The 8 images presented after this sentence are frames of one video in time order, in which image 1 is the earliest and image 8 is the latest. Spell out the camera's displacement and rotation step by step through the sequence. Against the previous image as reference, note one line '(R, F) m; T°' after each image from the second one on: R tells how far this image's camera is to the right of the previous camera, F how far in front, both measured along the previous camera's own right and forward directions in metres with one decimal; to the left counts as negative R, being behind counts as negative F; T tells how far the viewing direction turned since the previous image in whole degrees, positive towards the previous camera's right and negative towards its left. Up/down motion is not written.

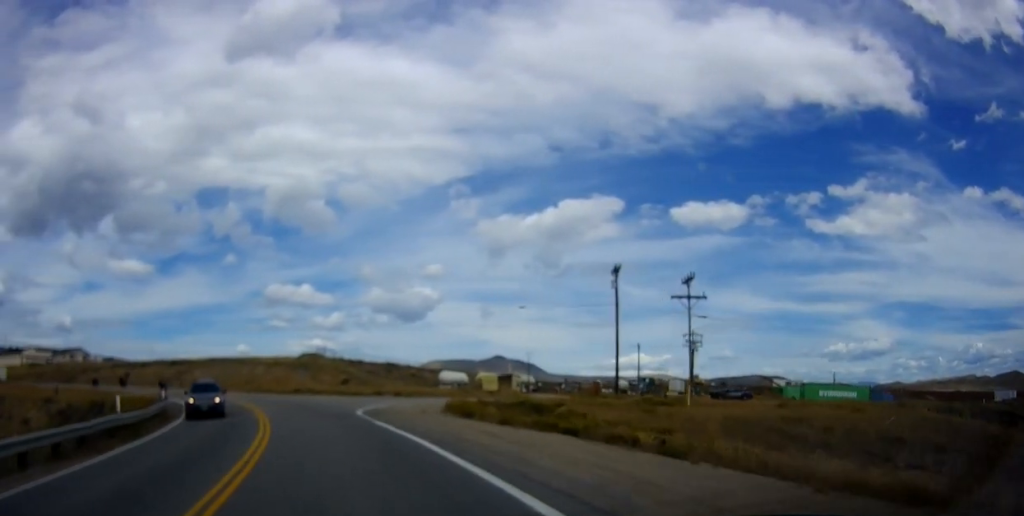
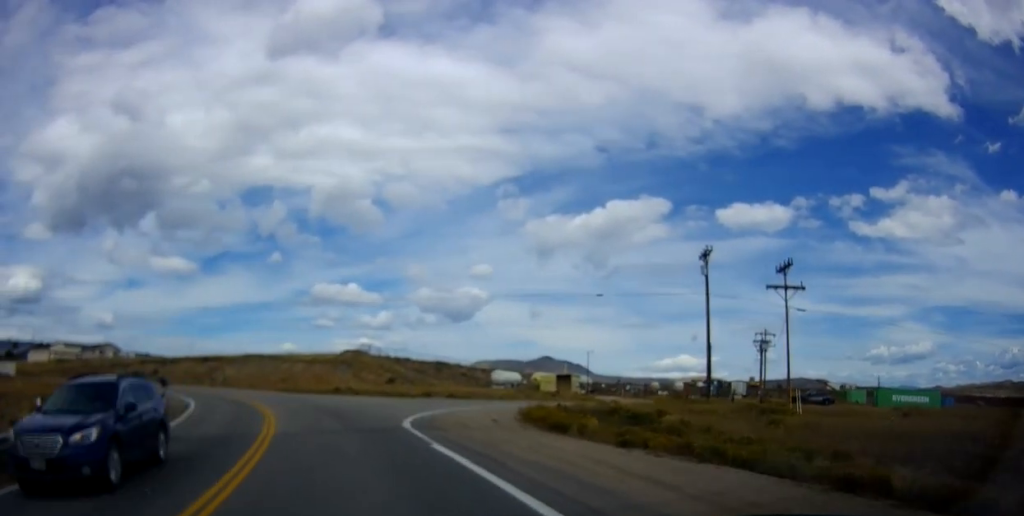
(+0.1, +7.4) m; -4°
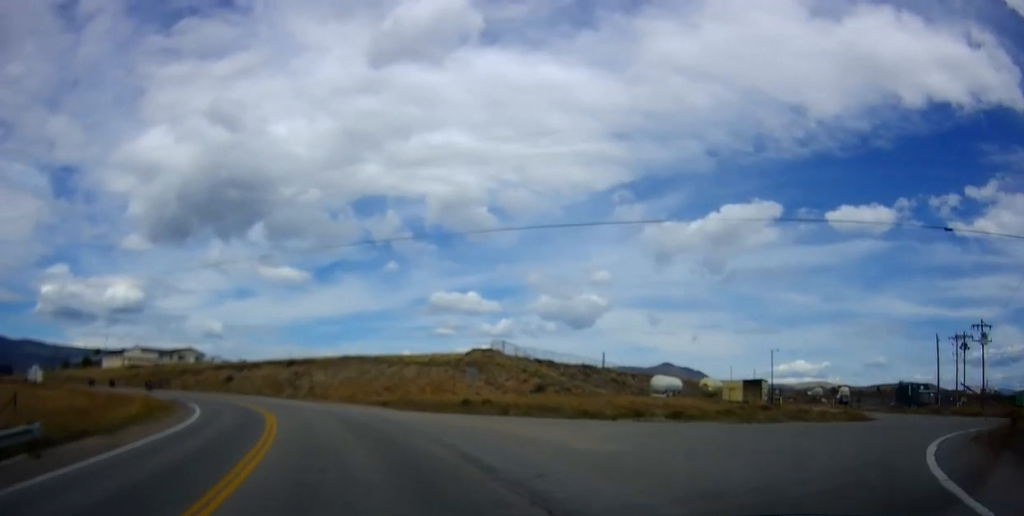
(-3.1, +21.4) m; -11°
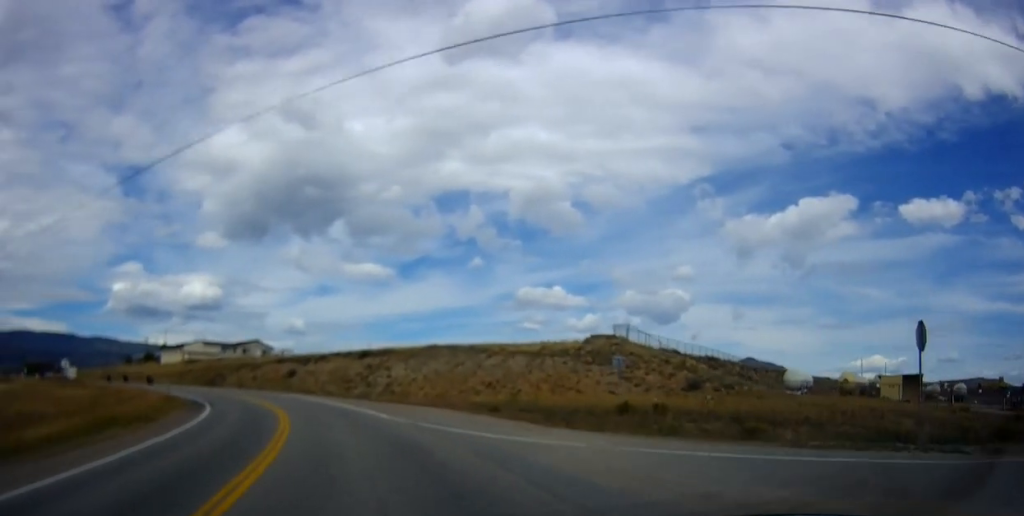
(-0.2, +14.5) m; -6°
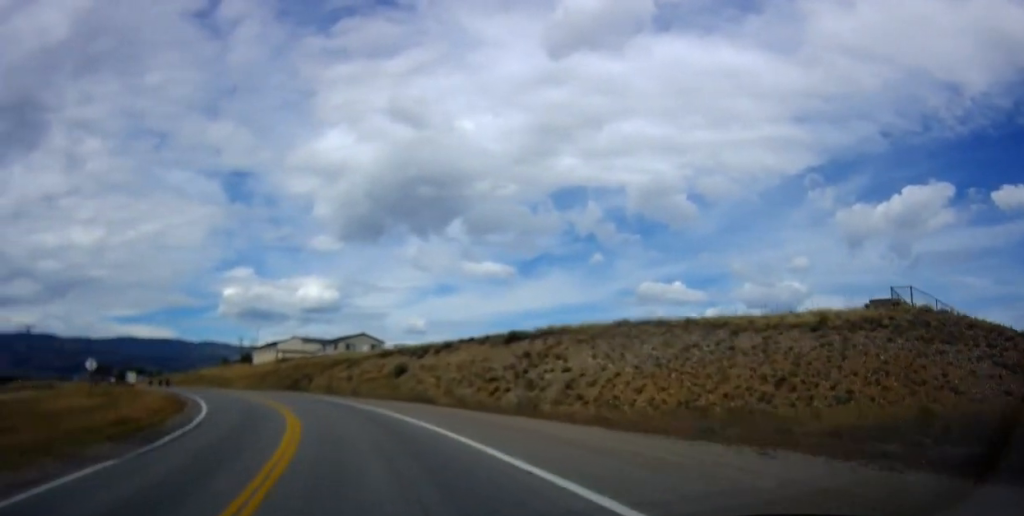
(-3.4, +24.3) m; -14°
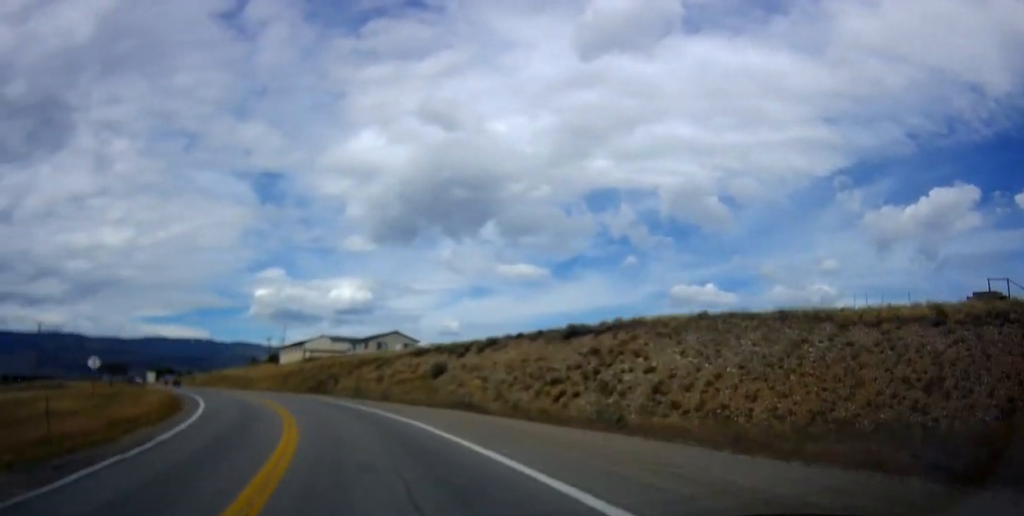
(-0.1, +6.5) m; -3°
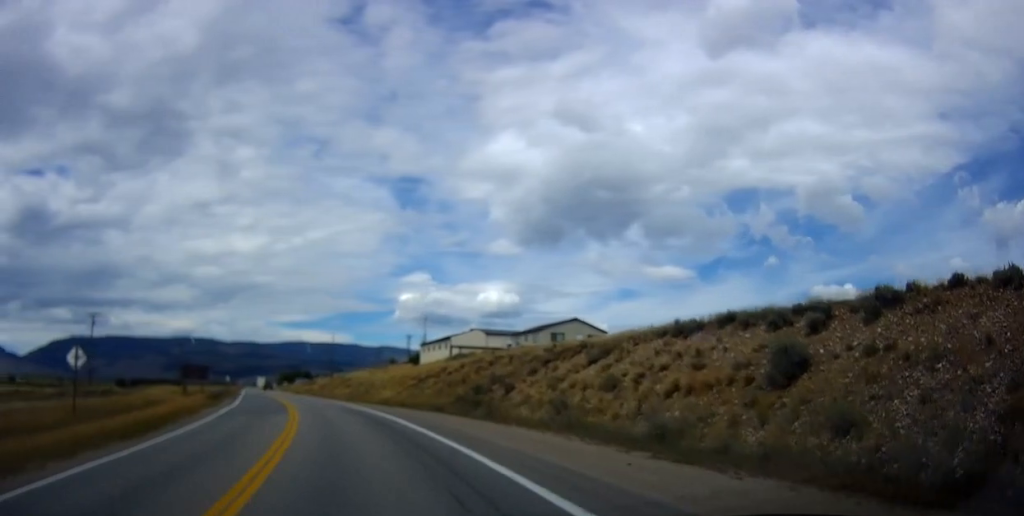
(-4.0, +28.1) m; -16°
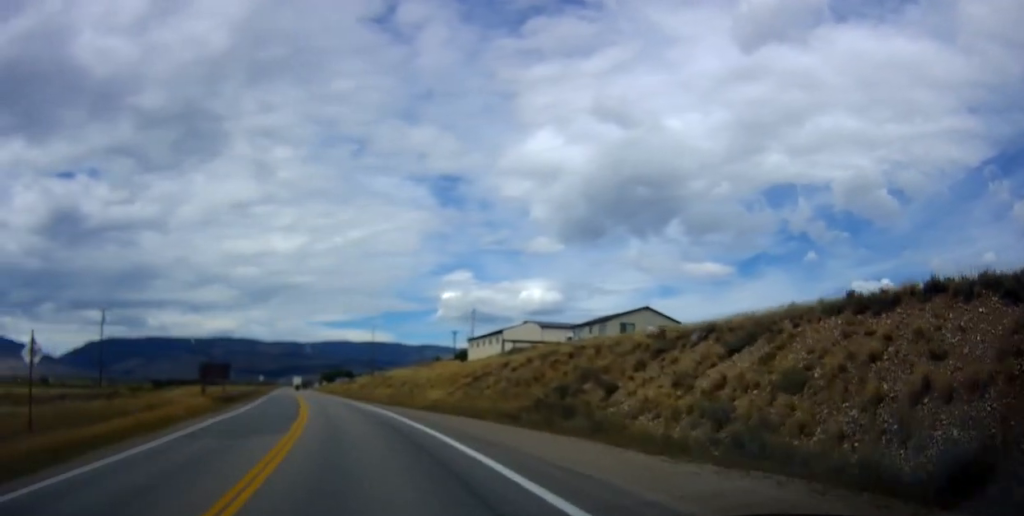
(-0.5, +9.7) m; -5°
